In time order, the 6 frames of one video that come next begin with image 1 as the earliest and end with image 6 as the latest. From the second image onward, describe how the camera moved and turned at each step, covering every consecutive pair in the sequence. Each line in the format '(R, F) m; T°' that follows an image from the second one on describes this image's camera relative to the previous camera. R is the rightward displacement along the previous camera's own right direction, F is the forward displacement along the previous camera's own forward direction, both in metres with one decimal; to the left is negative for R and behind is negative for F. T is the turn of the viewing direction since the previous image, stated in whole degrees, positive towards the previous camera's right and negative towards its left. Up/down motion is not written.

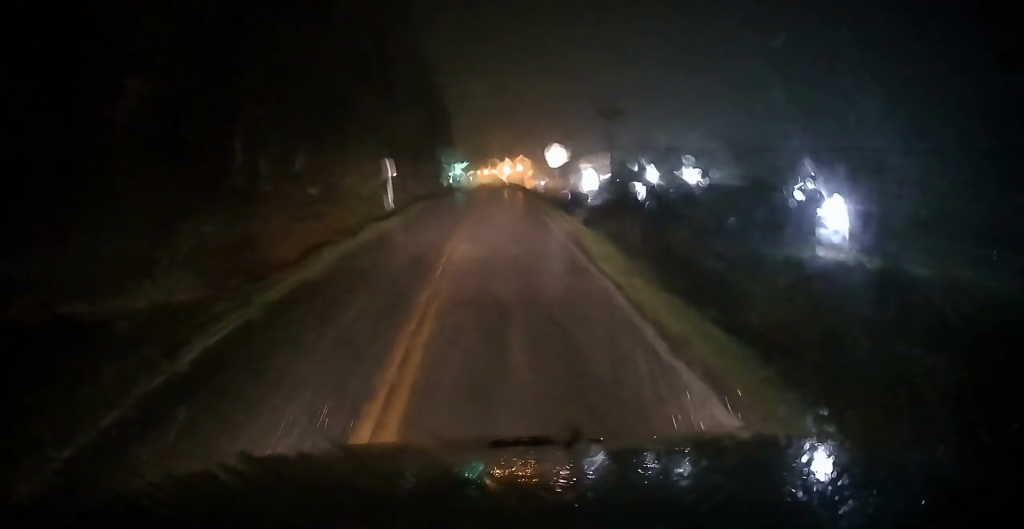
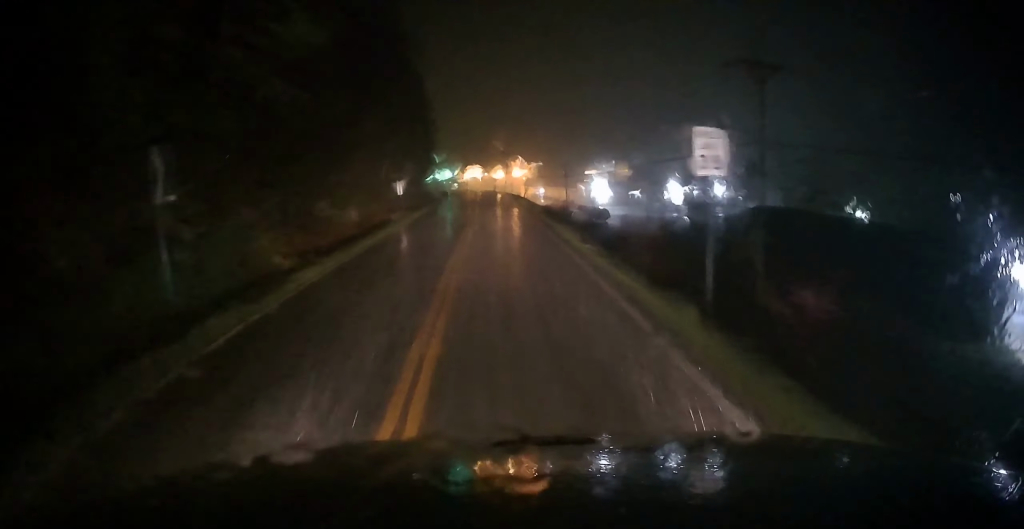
(+0.4, +28.3) m; +2°
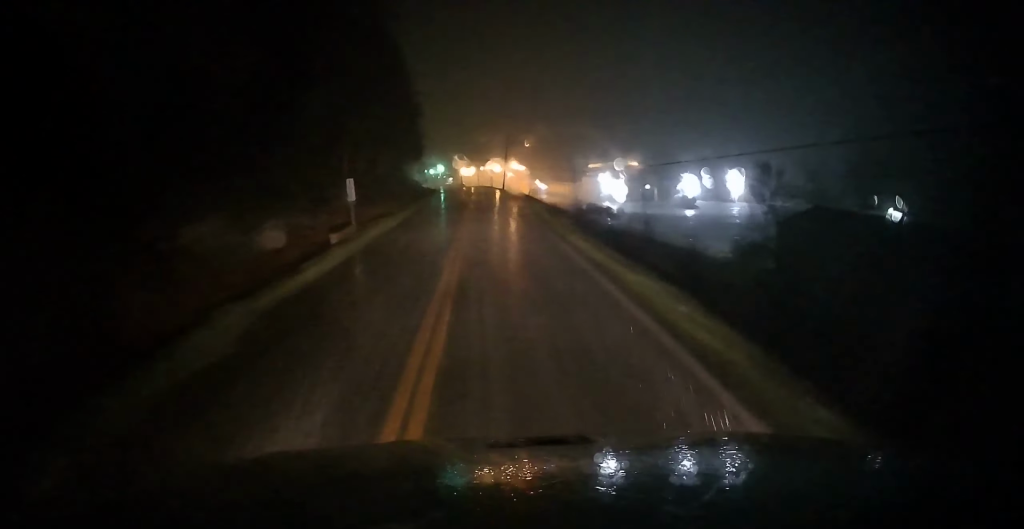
(-0.2, +12.6) m; +1°
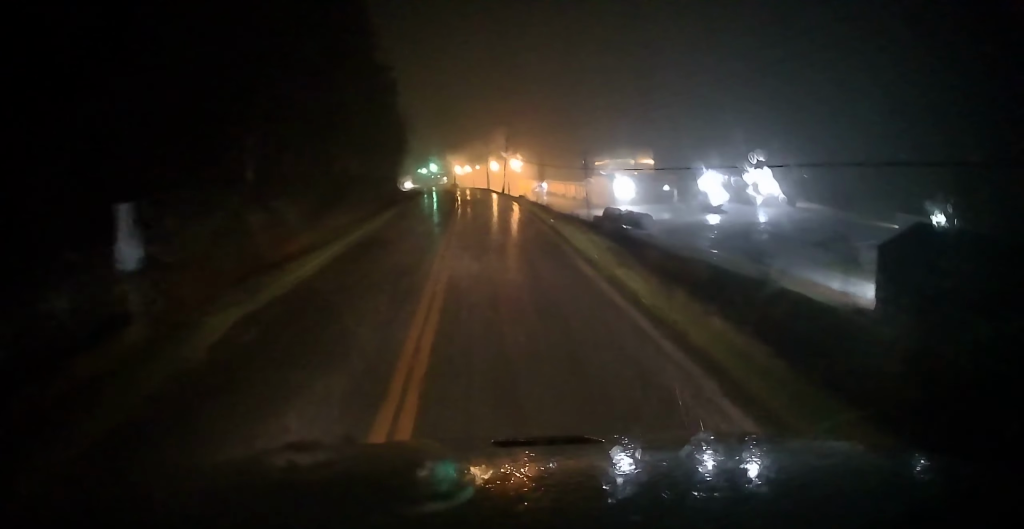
(+0.8, +15.6) m; 0°
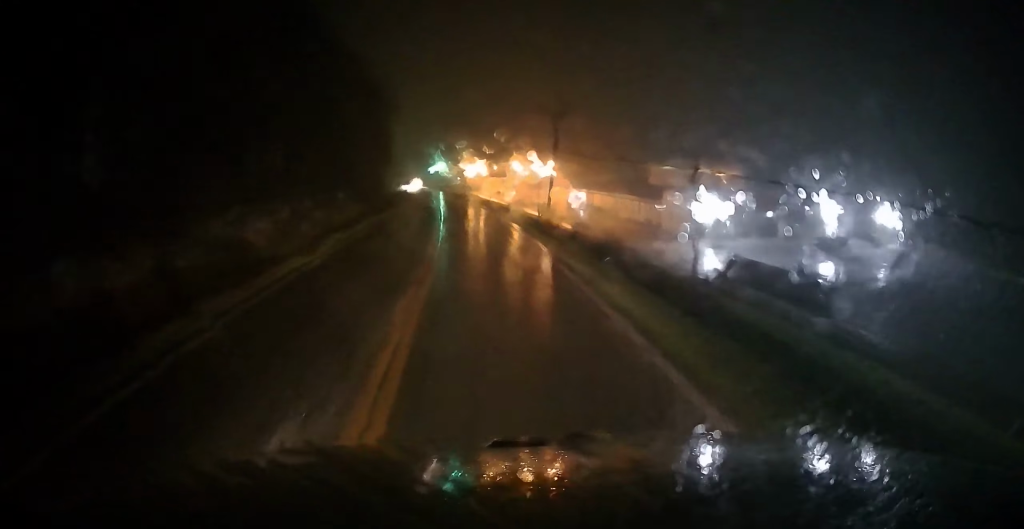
(-0.3, +37.1) m; 0°
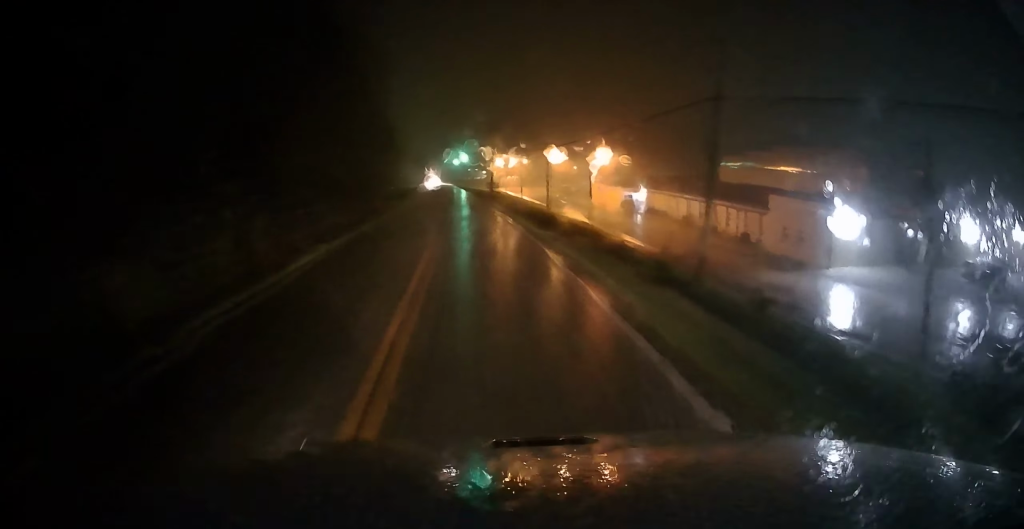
(-0.6, +25.7) m; -1°
